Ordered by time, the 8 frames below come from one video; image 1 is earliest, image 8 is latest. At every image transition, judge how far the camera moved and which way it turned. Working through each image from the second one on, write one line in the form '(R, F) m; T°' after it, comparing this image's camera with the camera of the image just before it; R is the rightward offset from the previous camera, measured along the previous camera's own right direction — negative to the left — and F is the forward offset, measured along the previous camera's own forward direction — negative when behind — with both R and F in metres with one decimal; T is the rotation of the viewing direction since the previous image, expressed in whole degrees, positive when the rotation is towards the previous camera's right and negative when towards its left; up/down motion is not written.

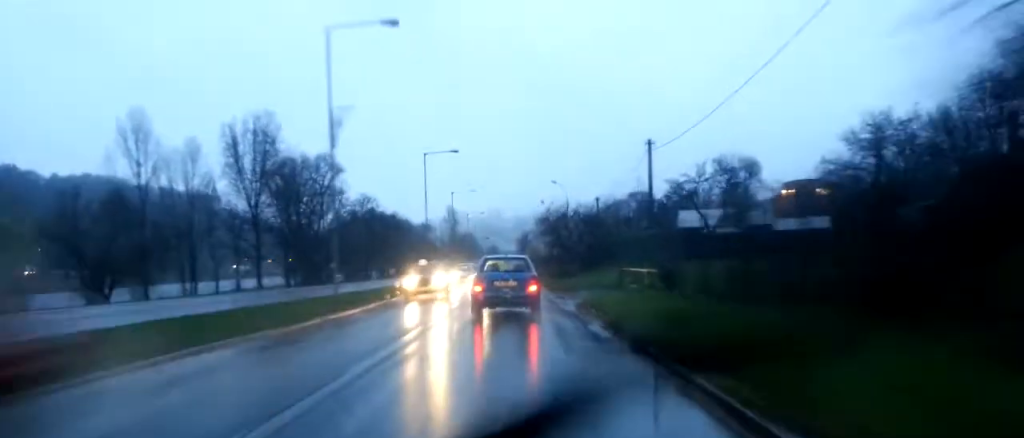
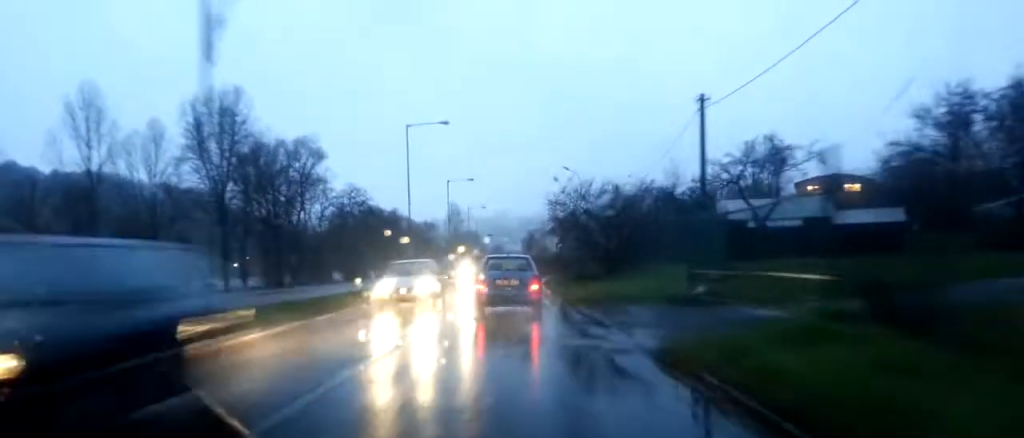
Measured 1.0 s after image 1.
(-0.1, +13.1) m; 0°
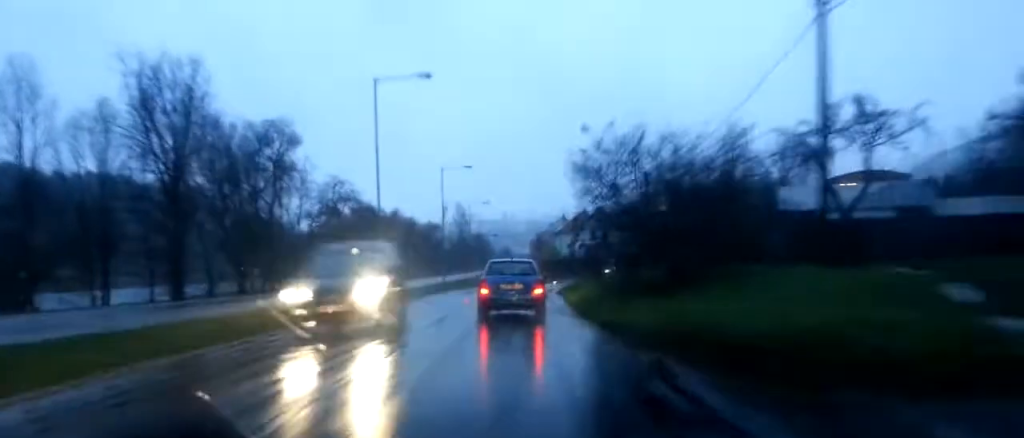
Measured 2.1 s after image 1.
(+0.1, +13.9) m; 0°
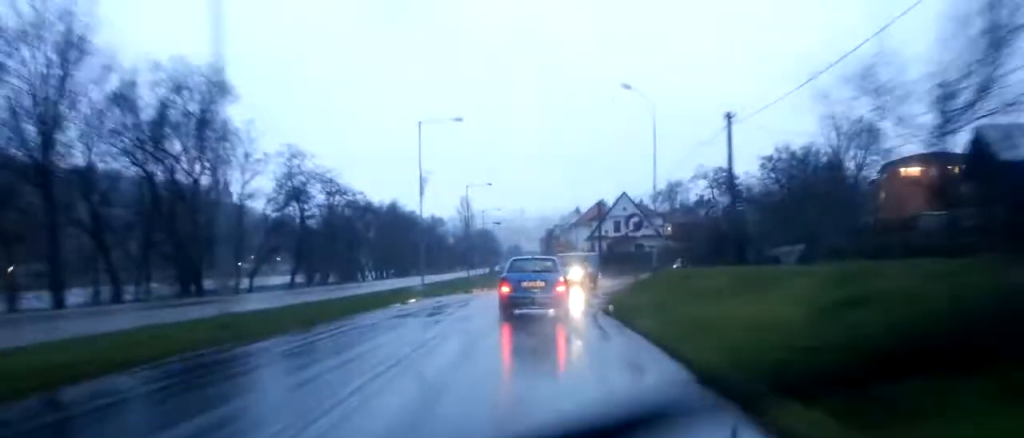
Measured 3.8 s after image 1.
(+0.1, +22.1) m; +1°
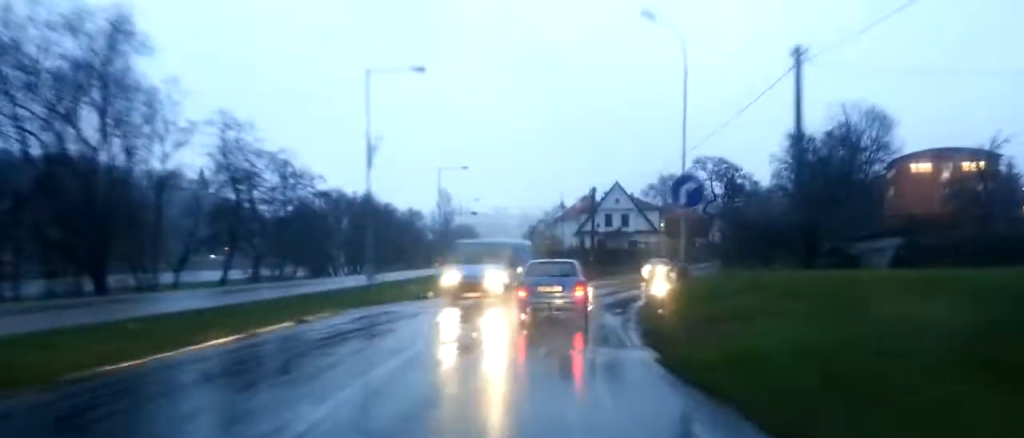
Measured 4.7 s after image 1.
(0.0, +11.5) m; 0°
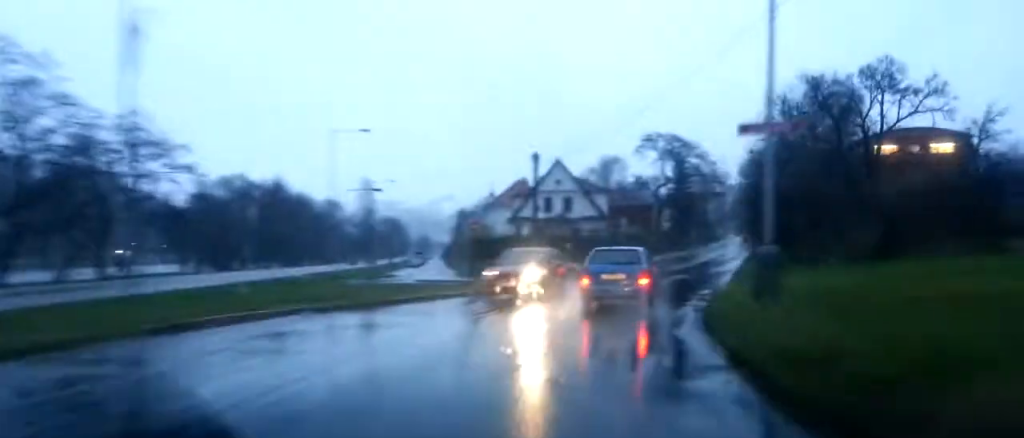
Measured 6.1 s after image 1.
(+0.6, +16.7) m; +8°
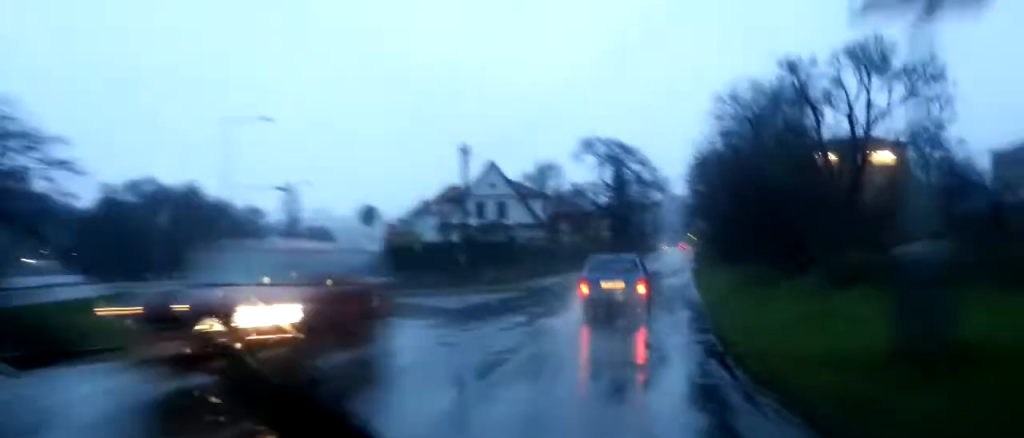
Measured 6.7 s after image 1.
(+0.2, +7.0) m; +6°
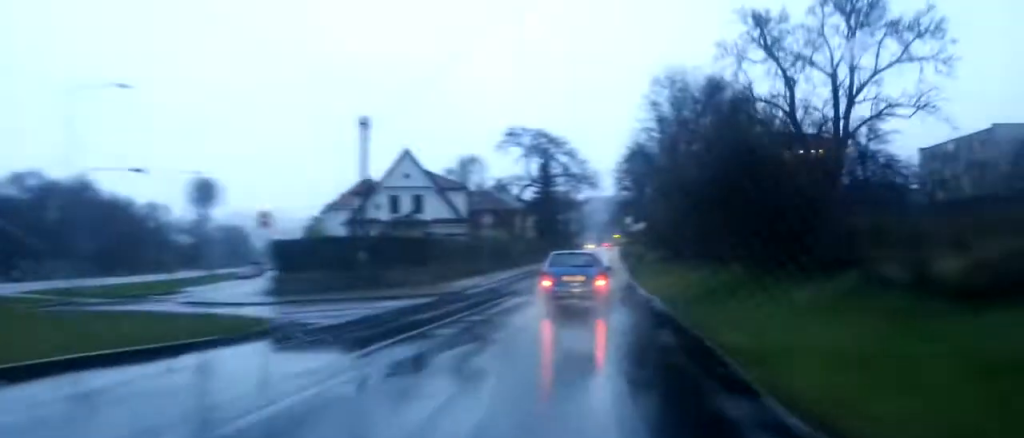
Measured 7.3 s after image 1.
(+0.6, +7.0) m; +6°
